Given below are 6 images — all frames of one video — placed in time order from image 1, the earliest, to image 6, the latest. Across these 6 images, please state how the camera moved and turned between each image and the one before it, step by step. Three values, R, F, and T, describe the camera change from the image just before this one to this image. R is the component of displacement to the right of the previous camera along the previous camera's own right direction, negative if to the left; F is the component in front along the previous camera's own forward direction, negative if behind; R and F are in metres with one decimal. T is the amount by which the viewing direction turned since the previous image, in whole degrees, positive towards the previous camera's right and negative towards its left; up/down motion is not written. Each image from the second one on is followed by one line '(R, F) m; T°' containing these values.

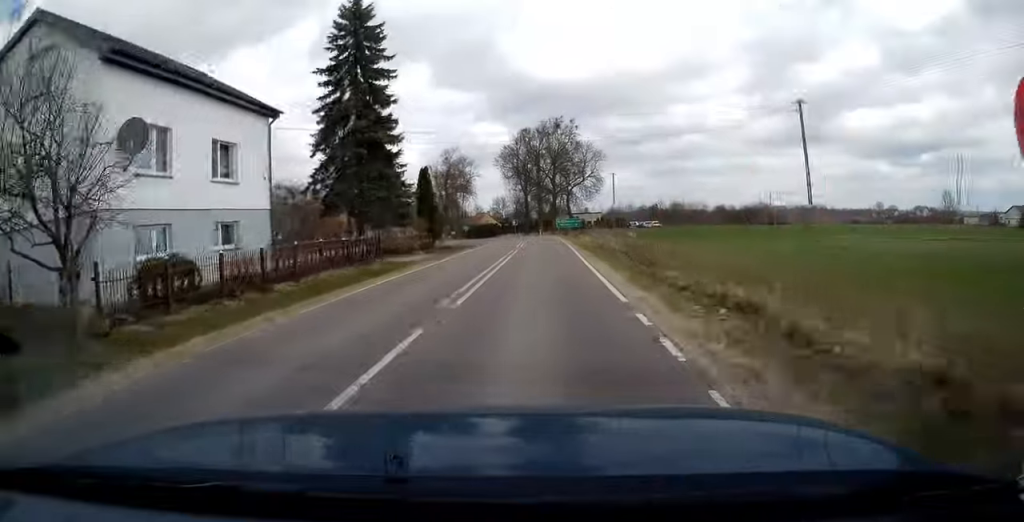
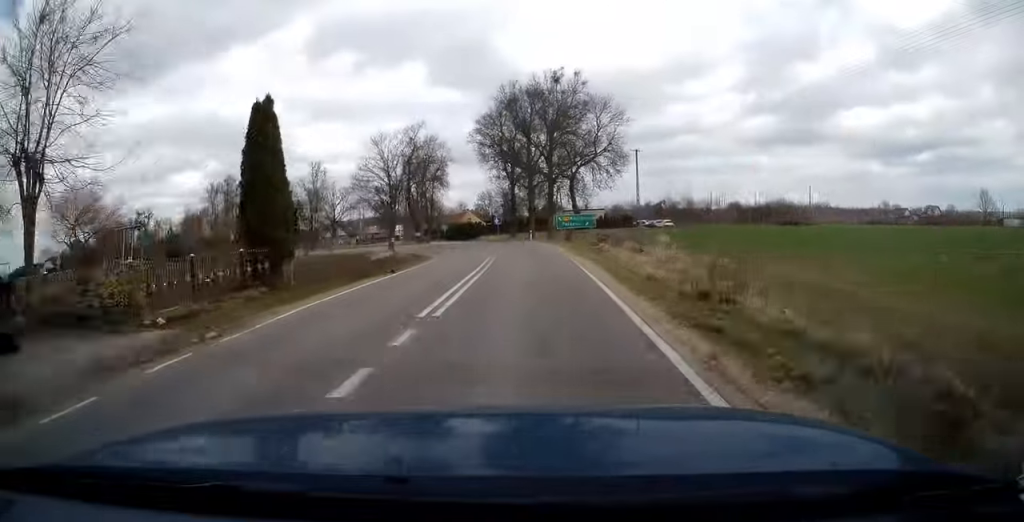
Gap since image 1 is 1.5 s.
(-0.2, +24.8) m; -4°
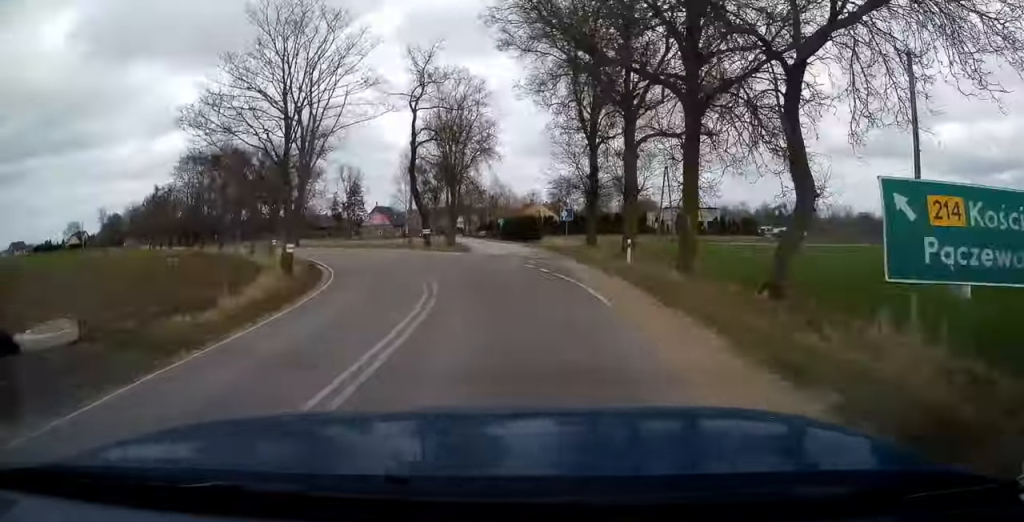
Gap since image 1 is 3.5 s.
(-0.3, +34.1) m; -12°
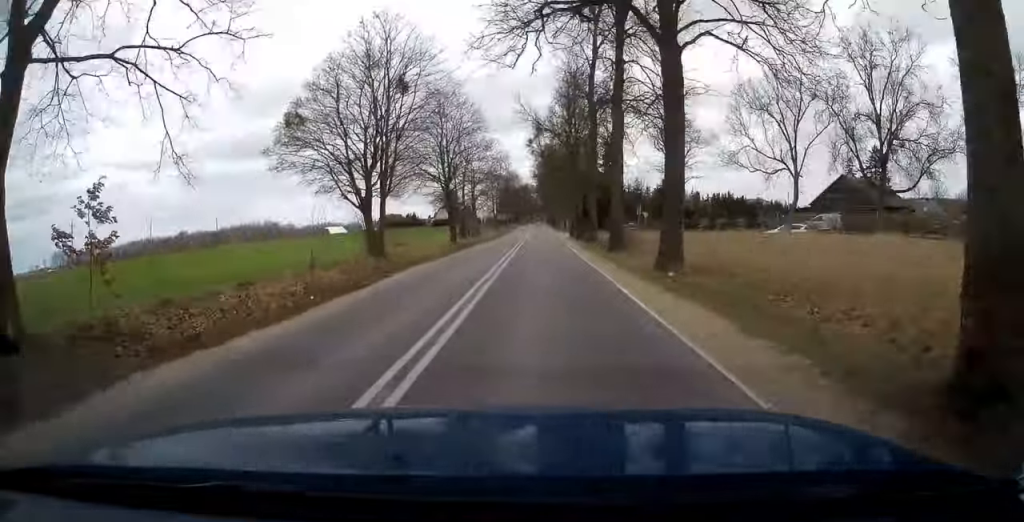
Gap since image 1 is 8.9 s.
(-32.2, +77.9) m; -33°
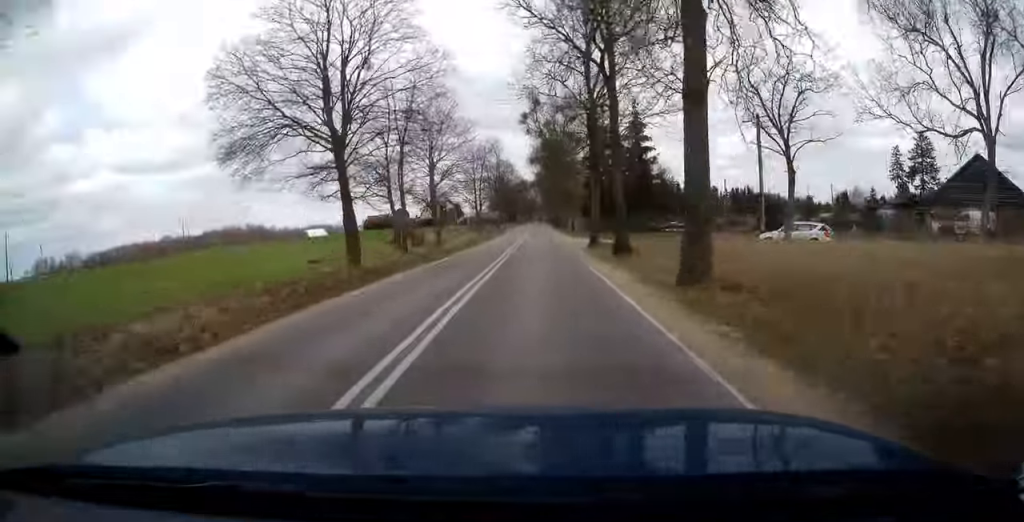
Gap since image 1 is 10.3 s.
(-0.6, +22.8) m; -1°
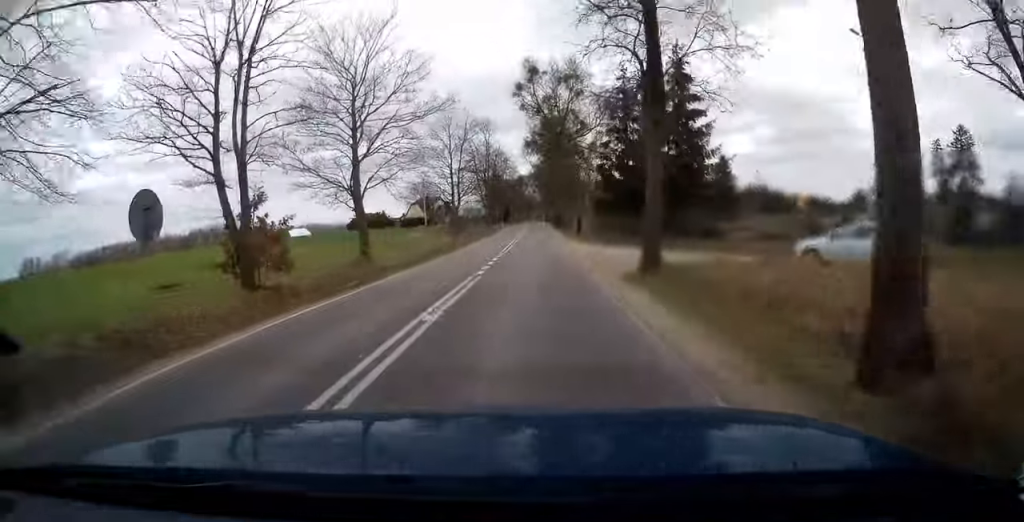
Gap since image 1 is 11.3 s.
(-0.1, +16.3) m; -1°
